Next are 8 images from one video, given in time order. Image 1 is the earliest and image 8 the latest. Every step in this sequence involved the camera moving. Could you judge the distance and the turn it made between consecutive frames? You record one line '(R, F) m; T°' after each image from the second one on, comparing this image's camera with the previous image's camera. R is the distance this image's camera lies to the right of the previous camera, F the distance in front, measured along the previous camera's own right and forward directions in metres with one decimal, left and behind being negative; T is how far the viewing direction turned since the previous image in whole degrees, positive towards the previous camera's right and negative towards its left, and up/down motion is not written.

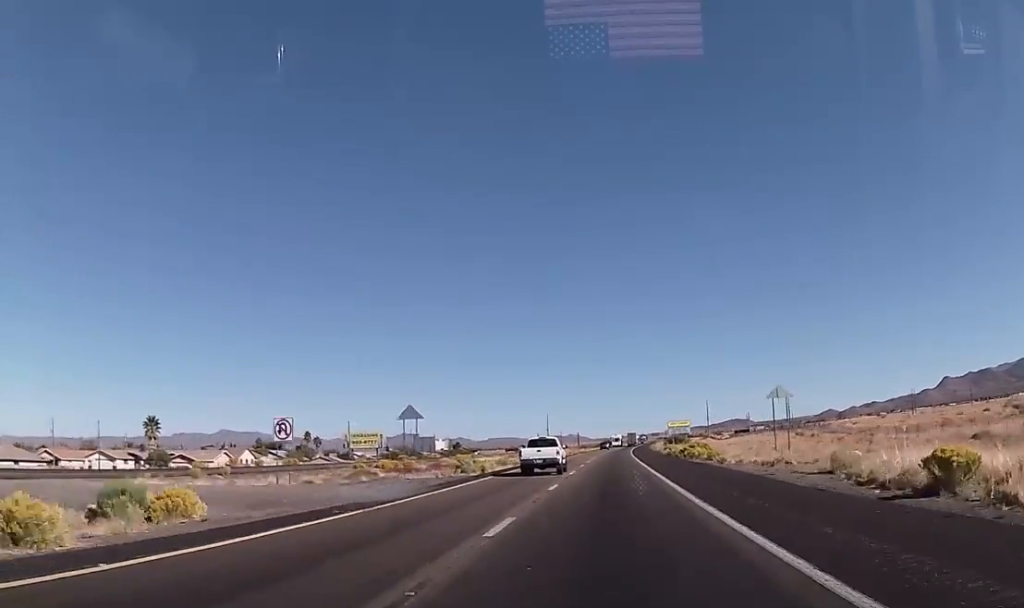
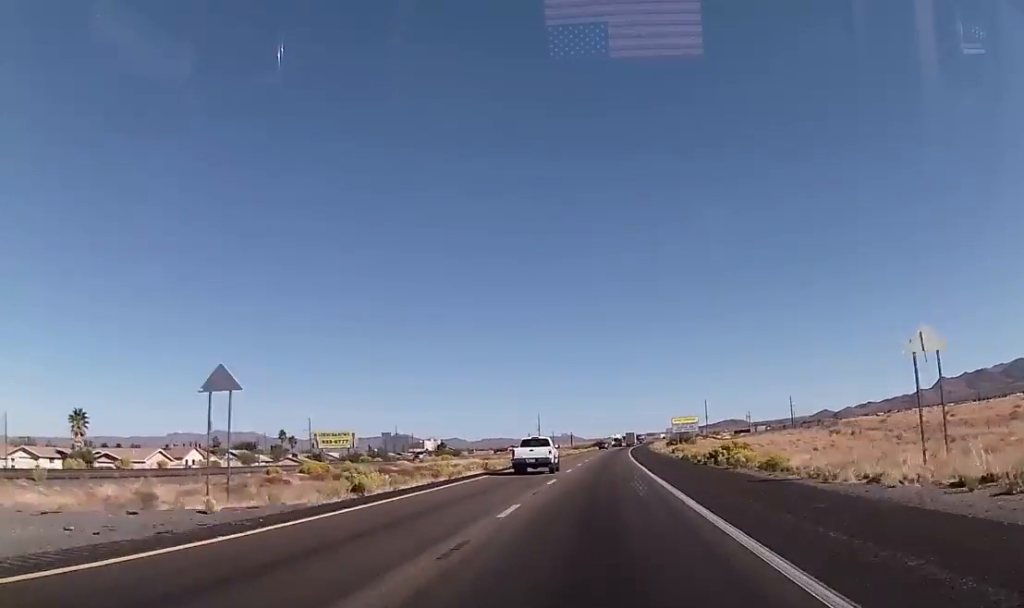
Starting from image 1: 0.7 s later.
(+0.2, +21.7) m; 0°
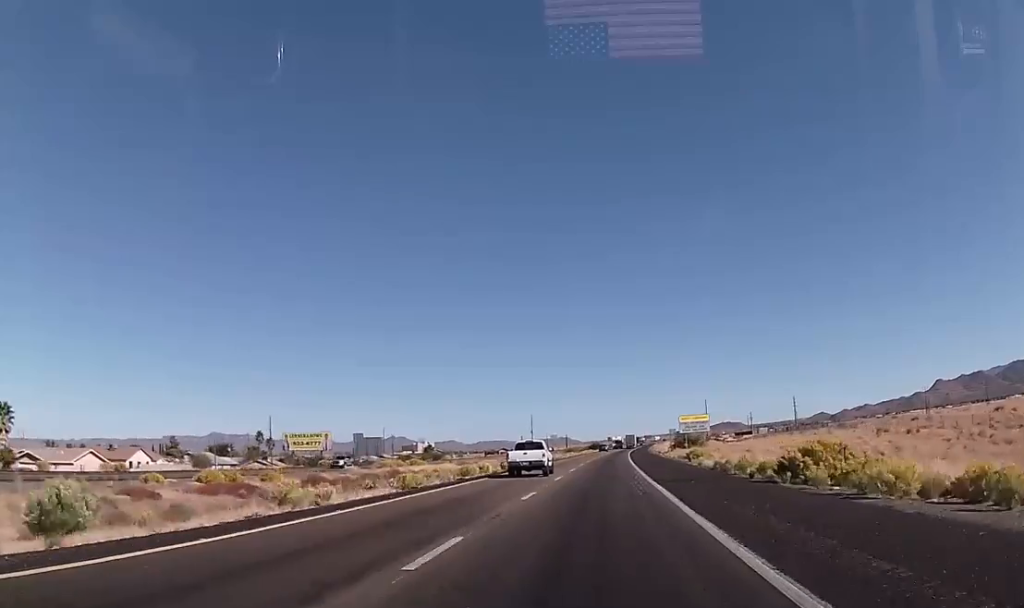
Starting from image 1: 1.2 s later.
(+0.1, +18.4) m; 0°
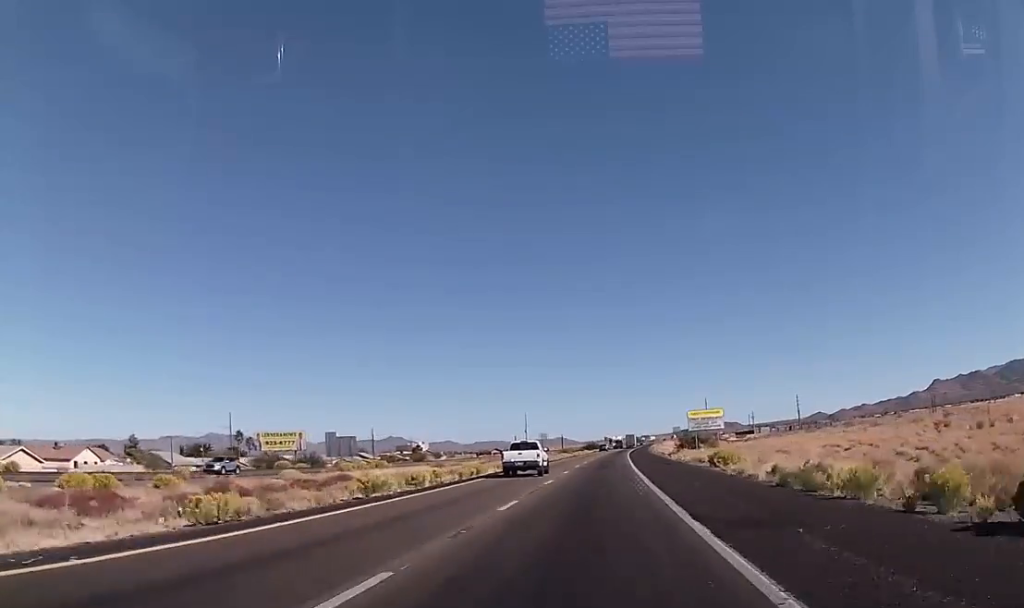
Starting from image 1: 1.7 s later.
(0.0, +15.2) m; 0°
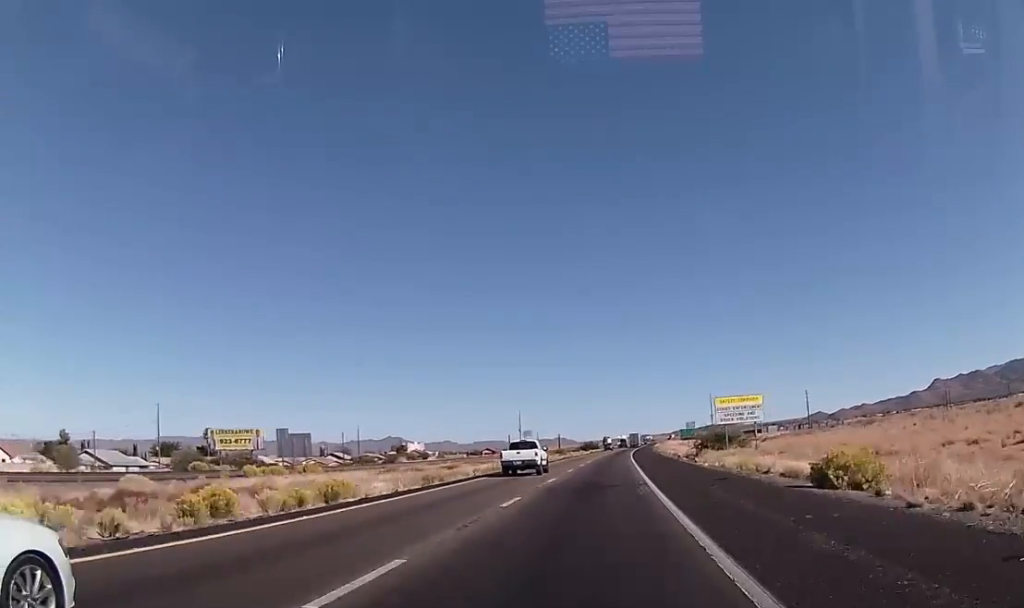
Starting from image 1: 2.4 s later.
(0.0, +23.0) m; 0°
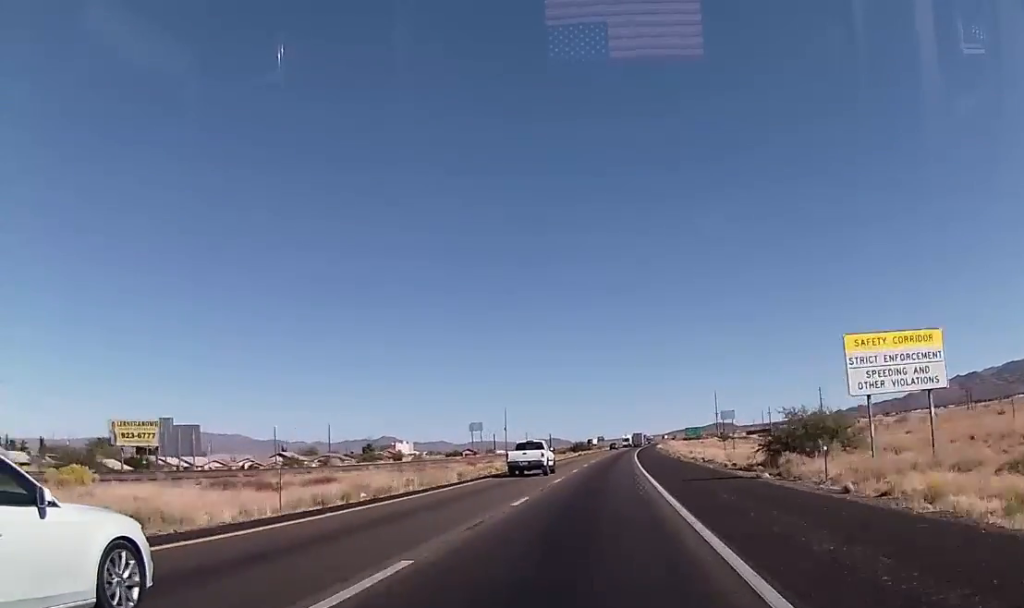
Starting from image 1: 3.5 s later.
(0.0, +35.8) m; +1°
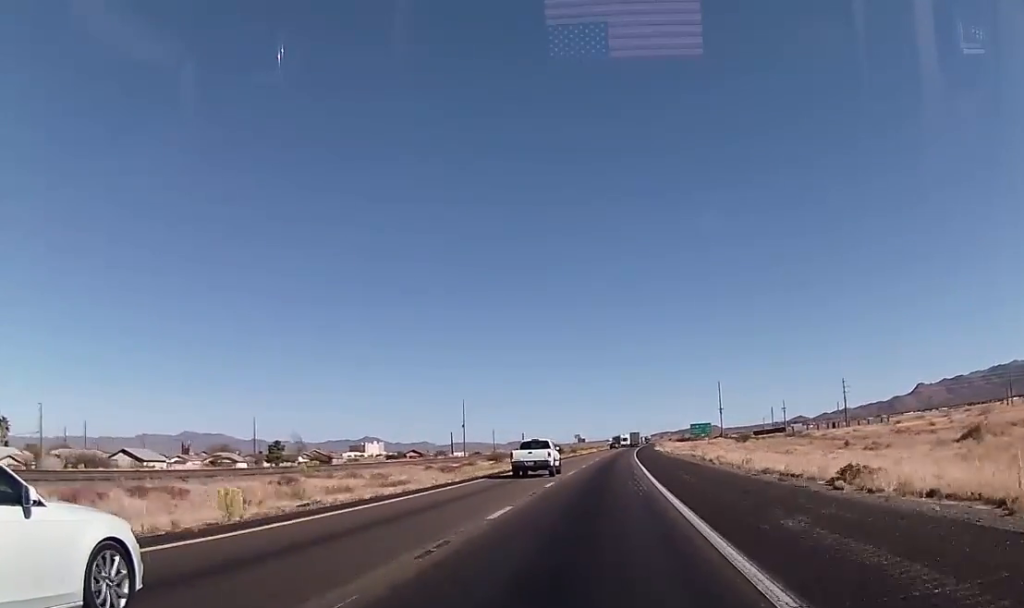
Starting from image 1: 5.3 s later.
(+1.7, +64.2) m; +2°
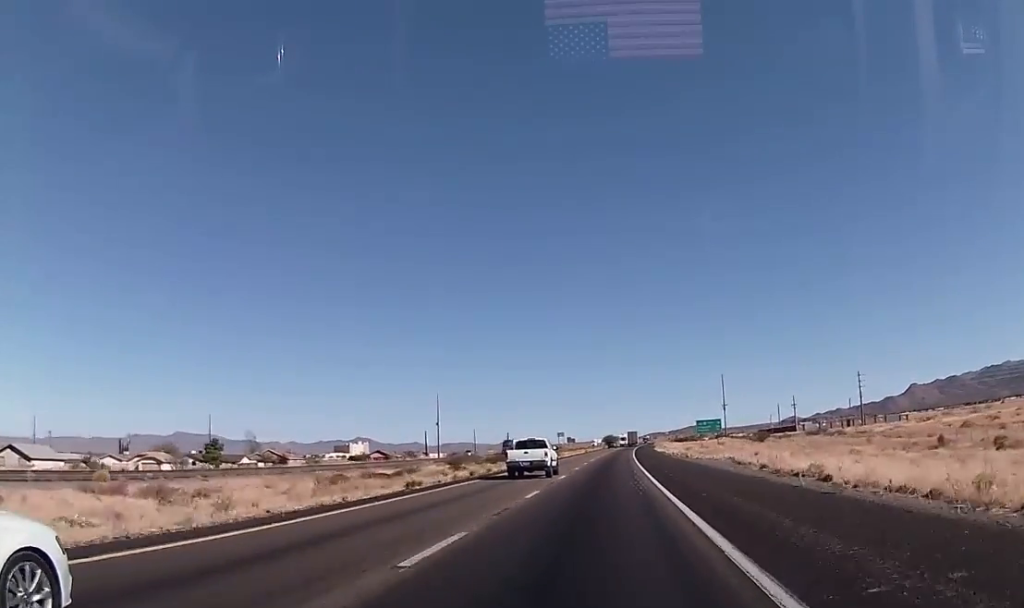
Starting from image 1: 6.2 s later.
(-0.4, +30.3) m; -1°
